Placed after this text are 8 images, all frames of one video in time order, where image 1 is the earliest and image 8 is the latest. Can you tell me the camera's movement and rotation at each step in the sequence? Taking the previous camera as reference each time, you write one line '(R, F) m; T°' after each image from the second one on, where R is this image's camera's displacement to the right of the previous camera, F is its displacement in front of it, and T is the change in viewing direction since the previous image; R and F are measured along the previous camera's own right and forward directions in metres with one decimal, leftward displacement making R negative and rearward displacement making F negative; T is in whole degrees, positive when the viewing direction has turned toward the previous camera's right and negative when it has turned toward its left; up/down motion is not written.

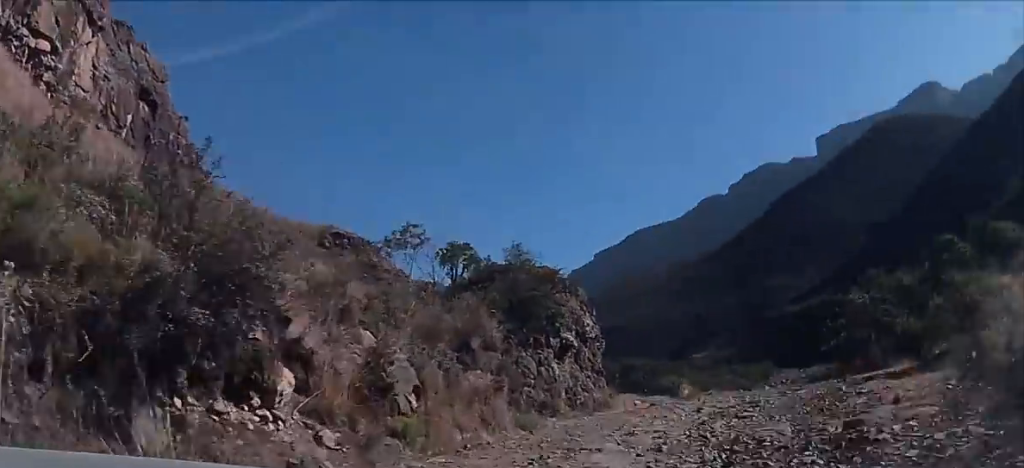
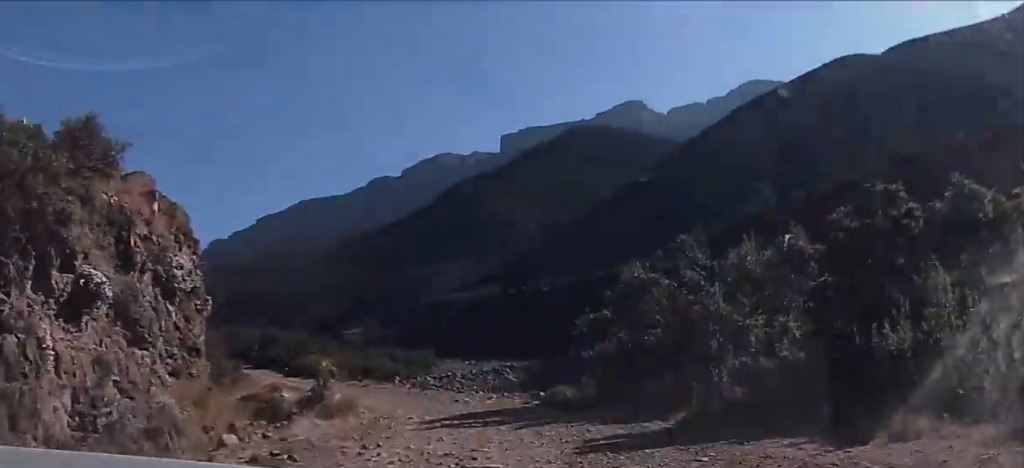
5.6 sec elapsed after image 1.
(+4.1, +17.1) m; +7°
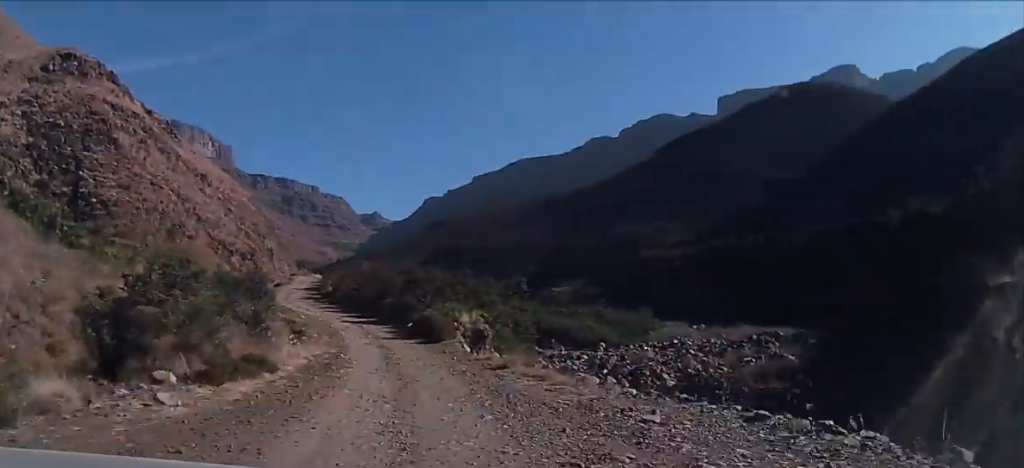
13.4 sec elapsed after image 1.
(-1.5, +25.6) m; -10°
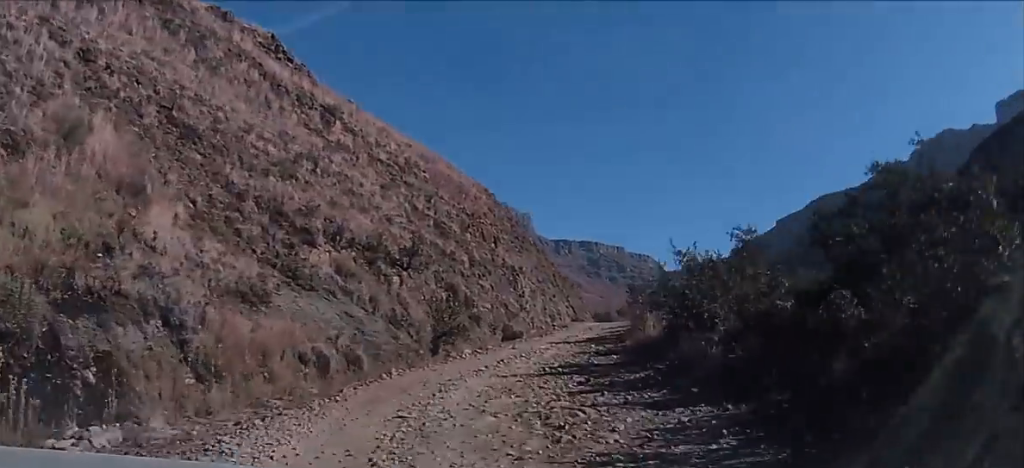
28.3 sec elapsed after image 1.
(-10.8, +45.8) m; -17°
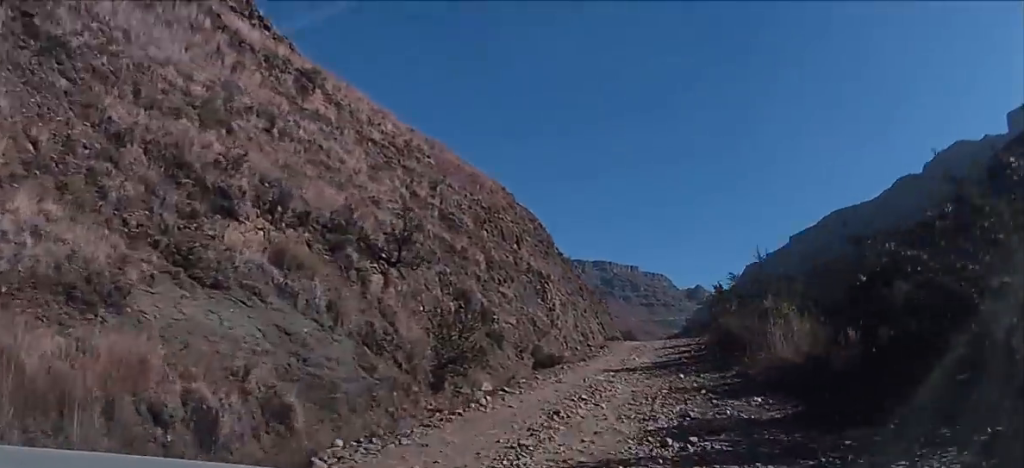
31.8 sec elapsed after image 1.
(-0.2, +10.4) m; +1°
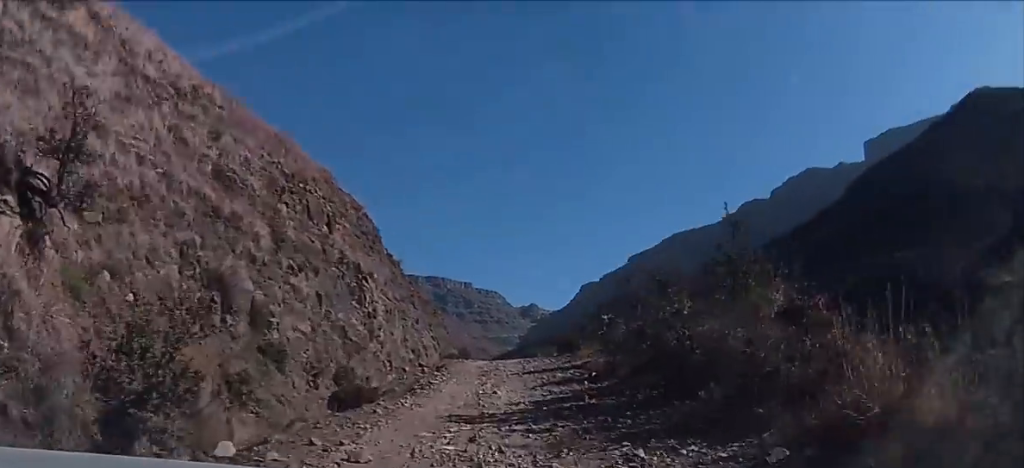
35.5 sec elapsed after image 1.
(+0.7, +10.9) m; +4°
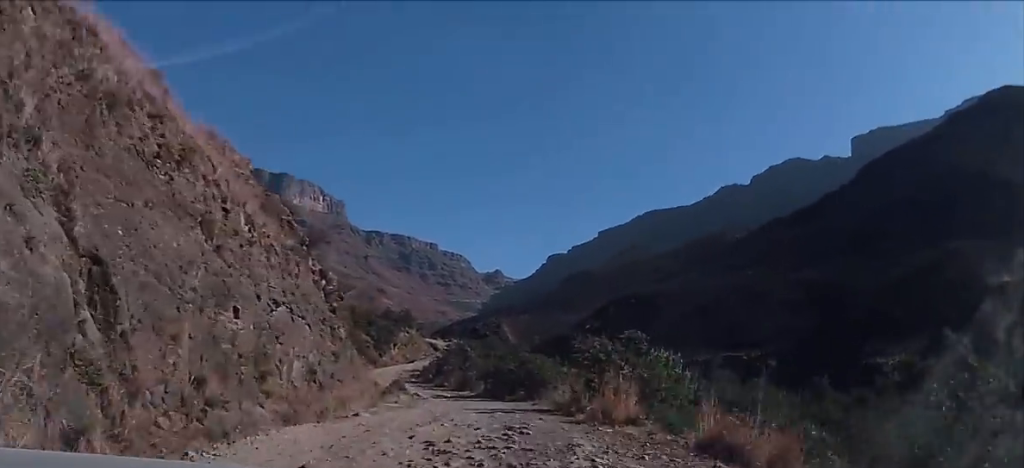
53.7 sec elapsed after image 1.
(+5.3, +54.6) m; +5°
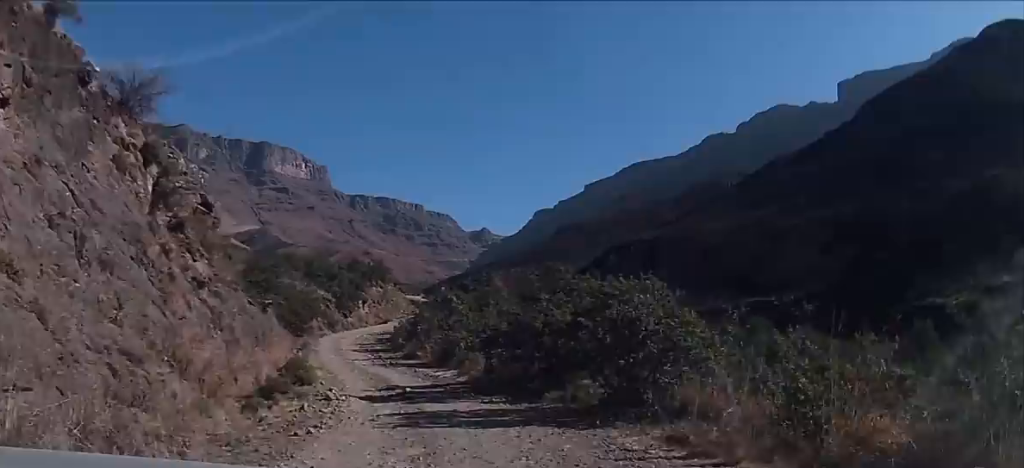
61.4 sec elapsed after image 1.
(-0.8, +26.7) m; -7°
